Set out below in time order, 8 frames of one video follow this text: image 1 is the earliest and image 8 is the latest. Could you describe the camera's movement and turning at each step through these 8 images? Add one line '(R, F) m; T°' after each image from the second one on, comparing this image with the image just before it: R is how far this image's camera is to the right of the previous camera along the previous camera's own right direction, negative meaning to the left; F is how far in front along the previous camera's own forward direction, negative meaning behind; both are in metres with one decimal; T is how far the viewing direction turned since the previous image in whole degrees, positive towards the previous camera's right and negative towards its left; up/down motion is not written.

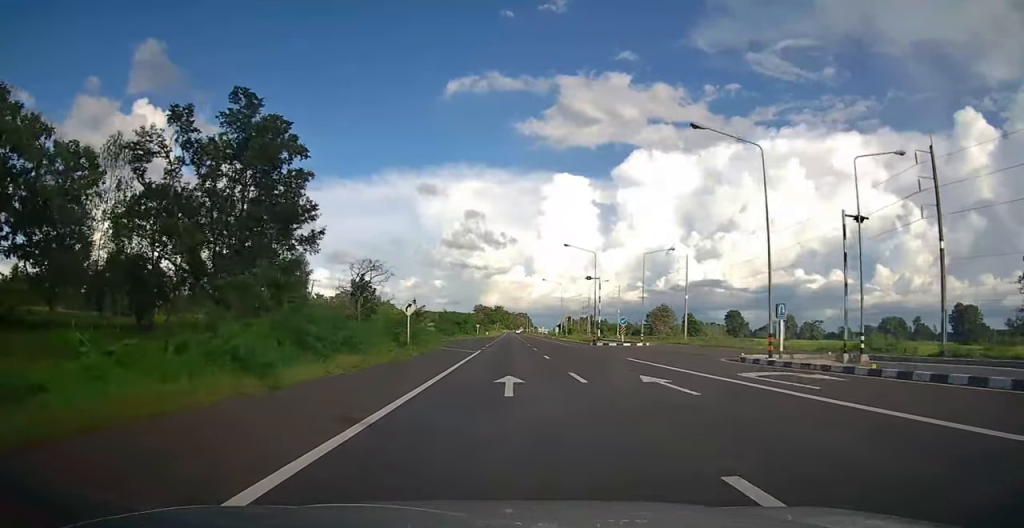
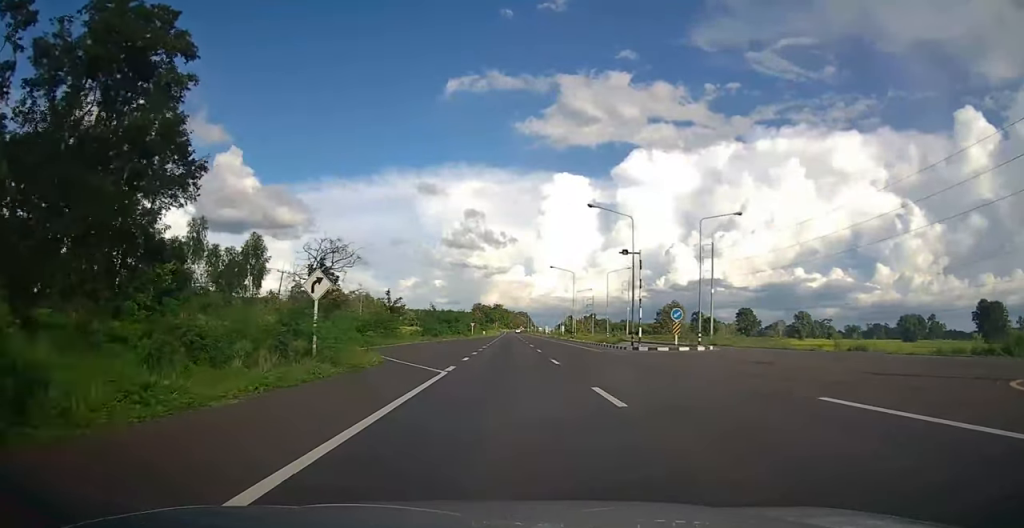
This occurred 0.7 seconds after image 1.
(0.0, +16.5) m; 0°
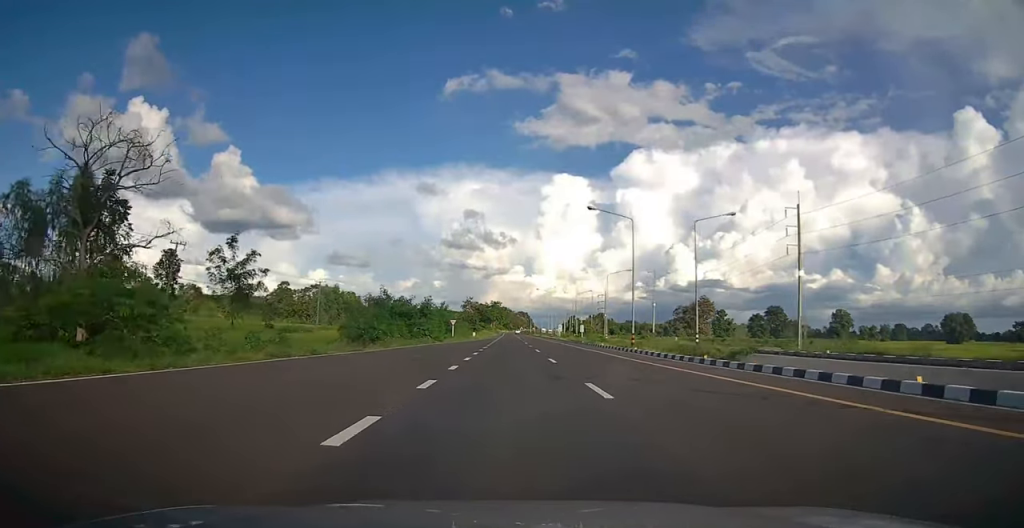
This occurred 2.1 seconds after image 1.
(0.0, +34.8) m; 0°
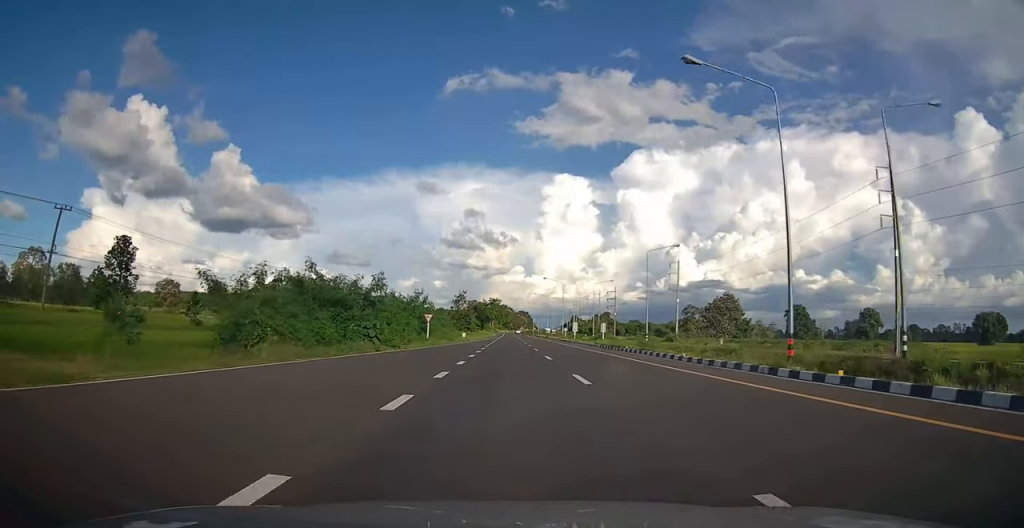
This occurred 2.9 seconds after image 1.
(0.0, +21.2) m; 0°
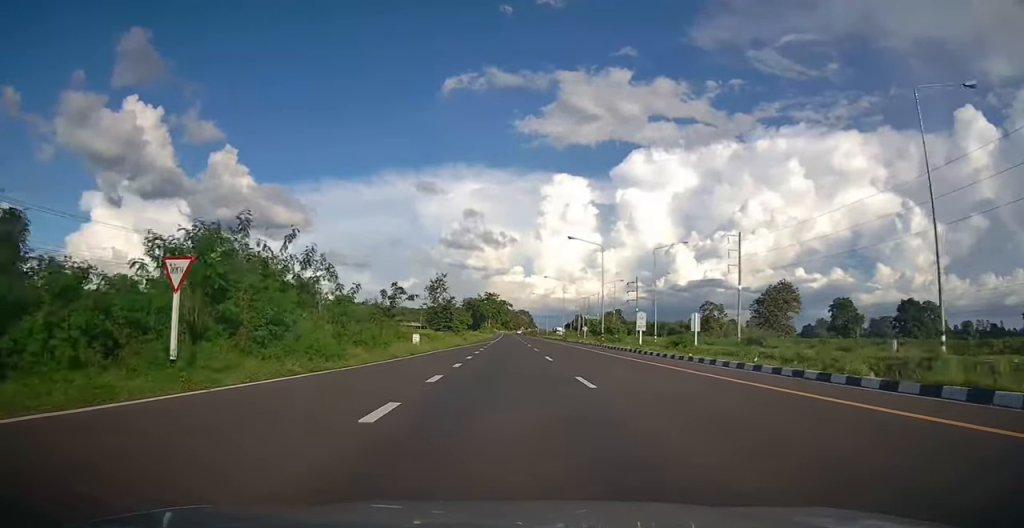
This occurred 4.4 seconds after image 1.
(0.0, +36.8) m; 0°
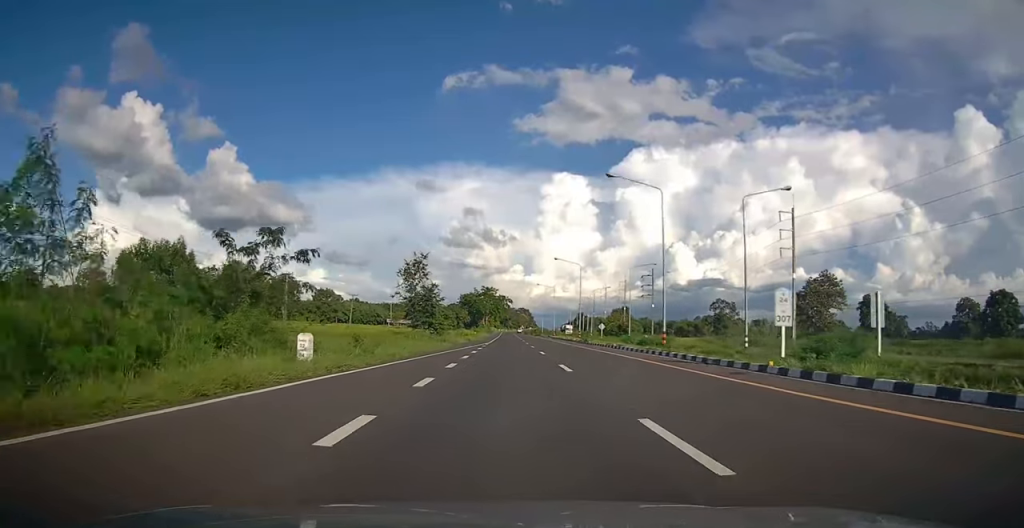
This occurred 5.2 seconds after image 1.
(0.0, +19.4) m; 0°
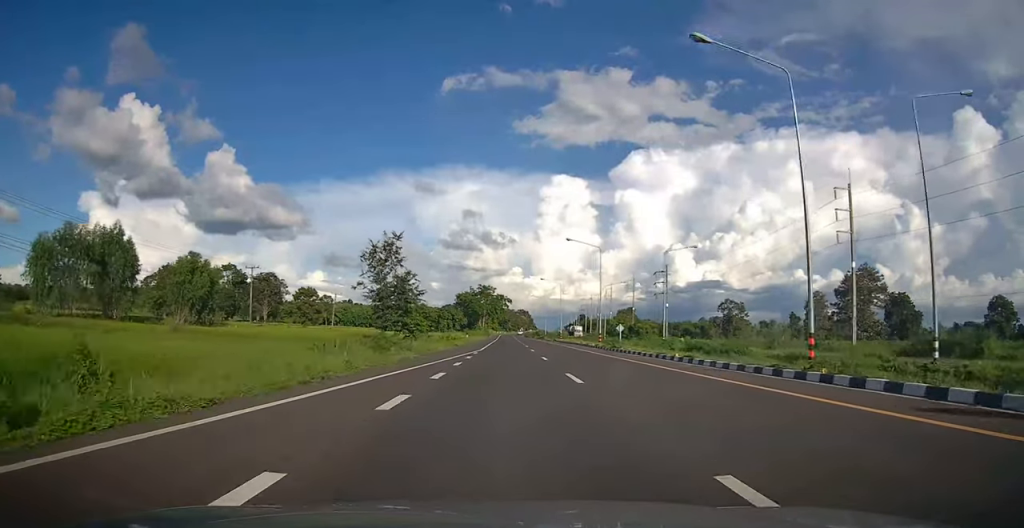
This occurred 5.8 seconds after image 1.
(0.0, +14.9) m; 0°
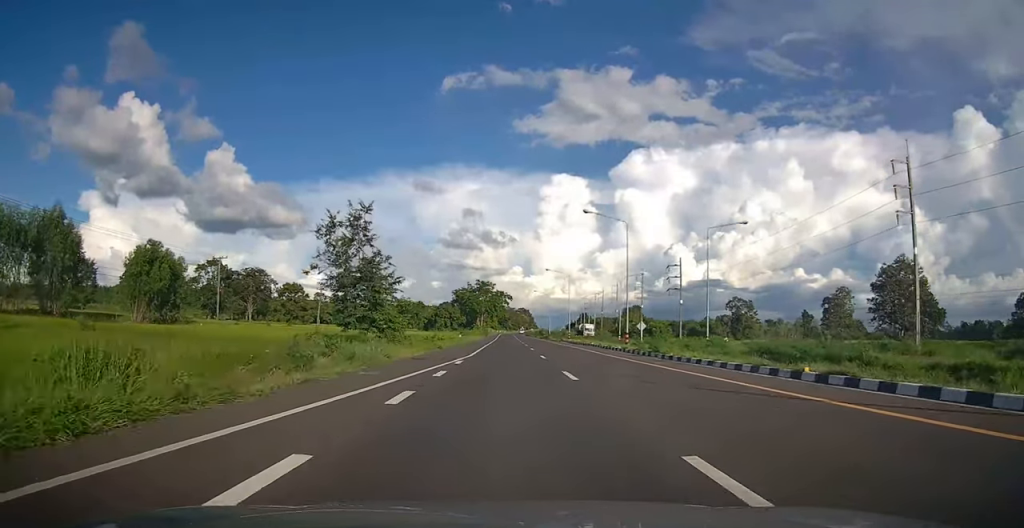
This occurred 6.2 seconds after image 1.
(0.0, +11.2) m; 0°
